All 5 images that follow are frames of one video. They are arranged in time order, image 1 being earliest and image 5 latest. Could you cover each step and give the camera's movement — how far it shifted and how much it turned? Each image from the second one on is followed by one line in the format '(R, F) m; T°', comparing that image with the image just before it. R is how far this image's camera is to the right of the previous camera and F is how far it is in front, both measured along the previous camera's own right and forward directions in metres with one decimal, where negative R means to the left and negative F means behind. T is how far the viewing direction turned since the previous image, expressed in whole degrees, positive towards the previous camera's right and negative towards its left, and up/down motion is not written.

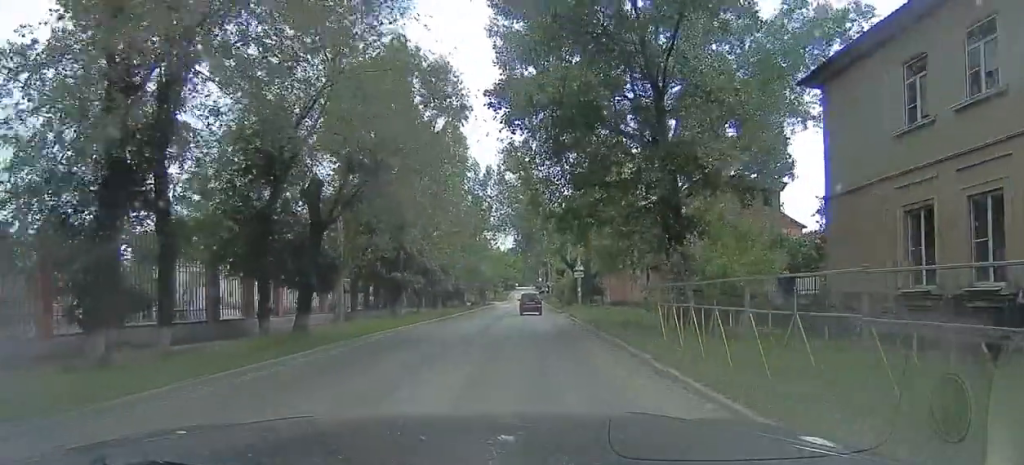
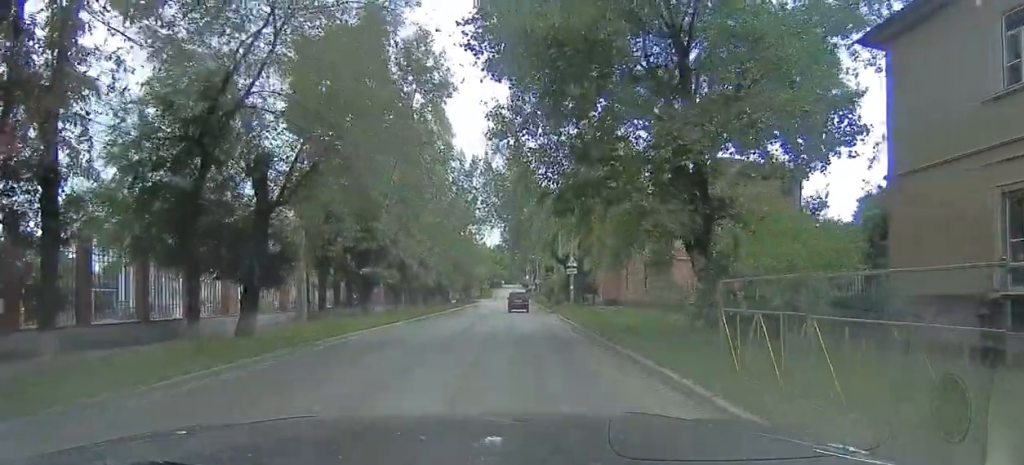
(+0.1, +4.5) m; +1°
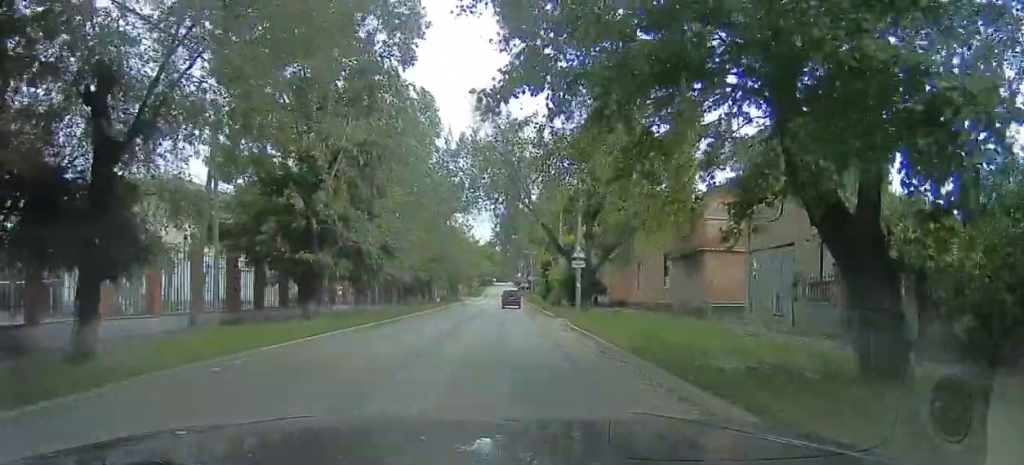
(0.0, +8.5) m; 0°
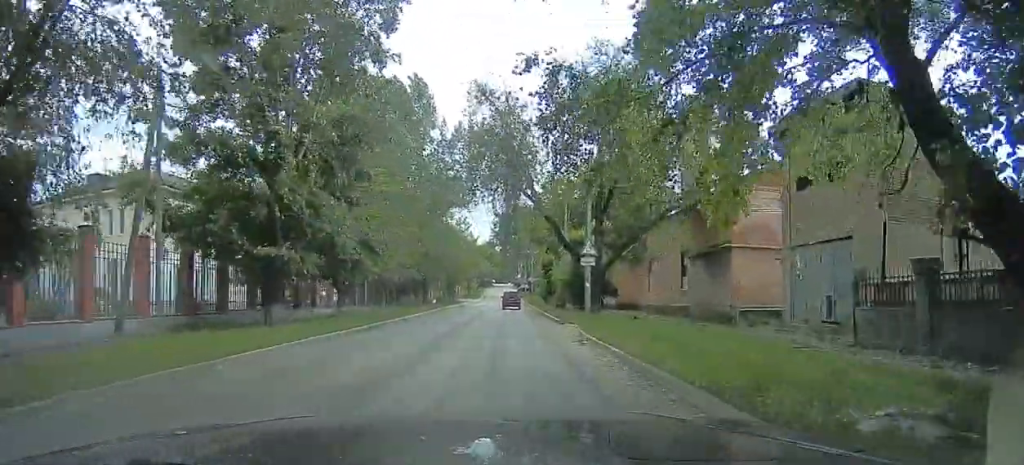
(0.0, +3.7) m; 0°
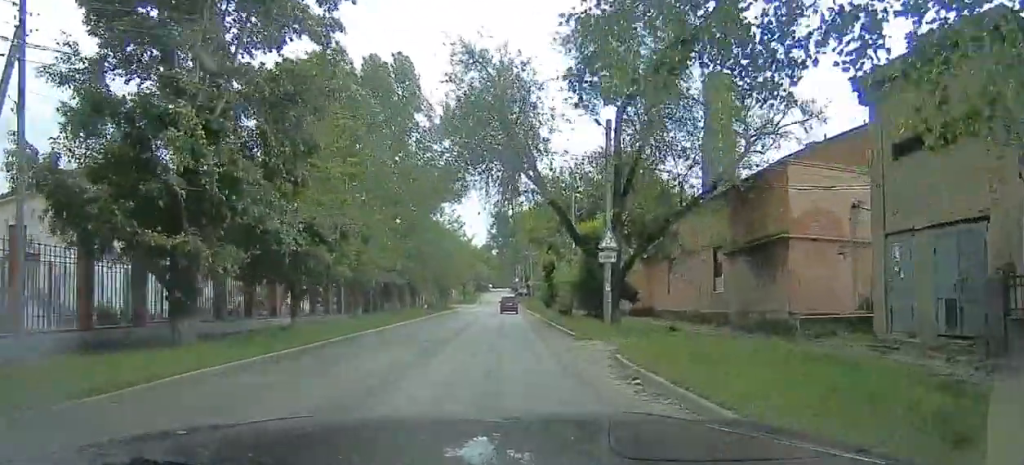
(0.0, +4.9) m; 0°
